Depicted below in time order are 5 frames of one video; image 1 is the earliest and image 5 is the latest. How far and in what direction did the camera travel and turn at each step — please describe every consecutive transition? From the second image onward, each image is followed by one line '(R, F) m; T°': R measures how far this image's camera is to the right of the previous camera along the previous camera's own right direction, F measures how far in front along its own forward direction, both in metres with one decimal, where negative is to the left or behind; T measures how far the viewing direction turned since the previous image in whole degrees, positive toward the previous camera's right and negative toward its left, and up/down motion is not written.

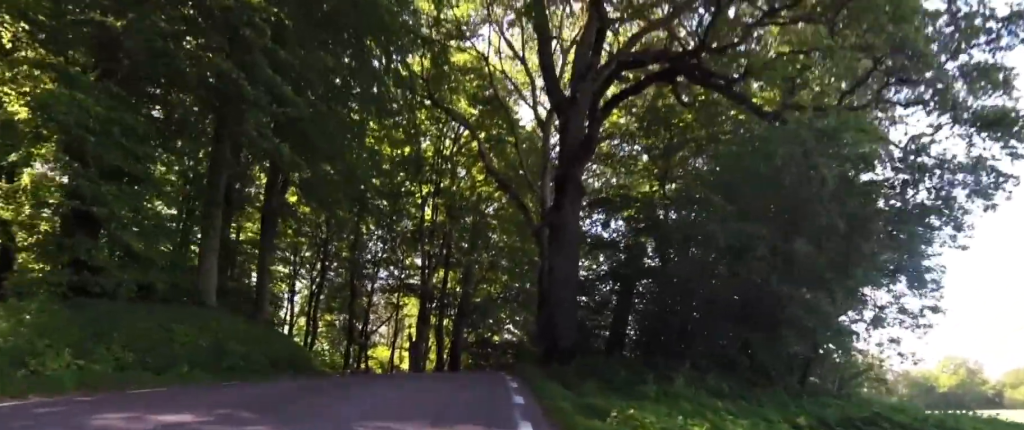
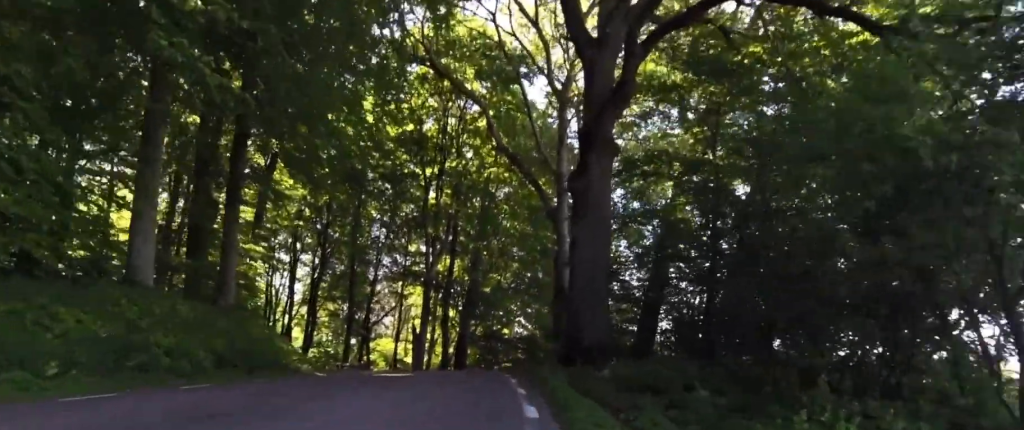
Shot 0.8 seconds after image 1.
(-1.1, +4.4) m; -13°
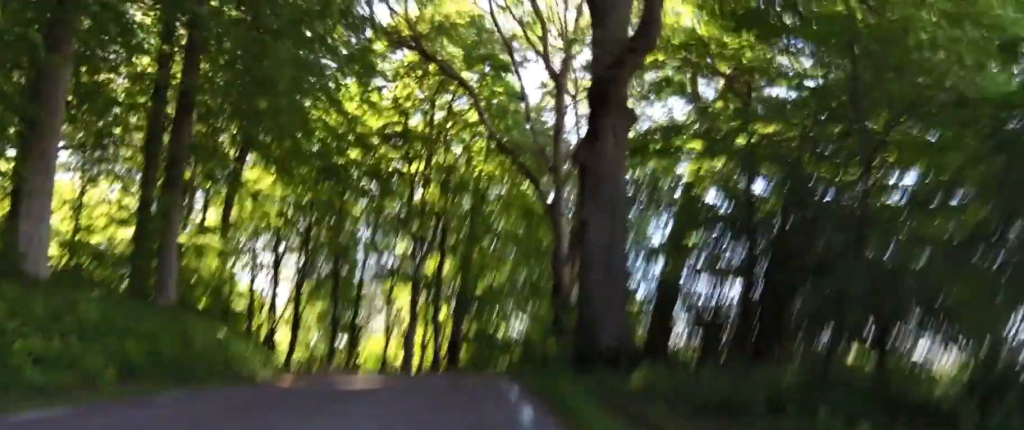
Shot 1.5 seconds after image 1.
(-0.1, +3.6) m; -2°
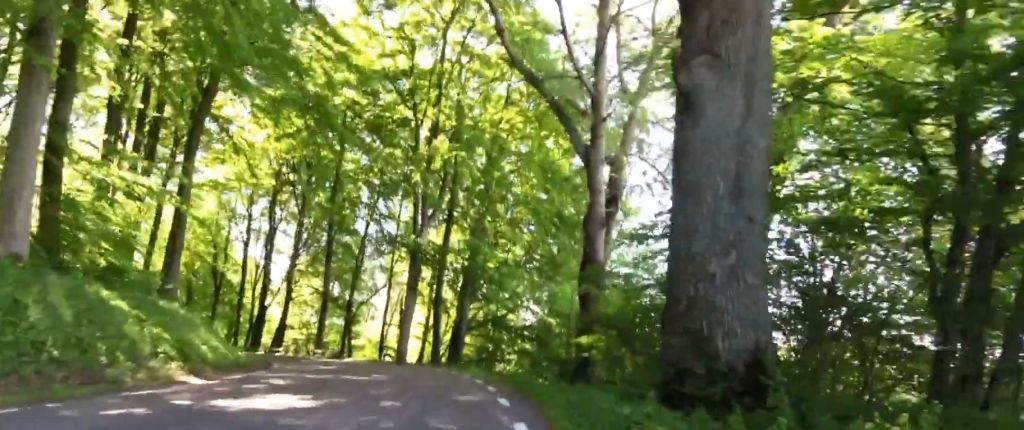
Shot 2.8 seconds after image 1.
(0.0, +6.7) m; 0°
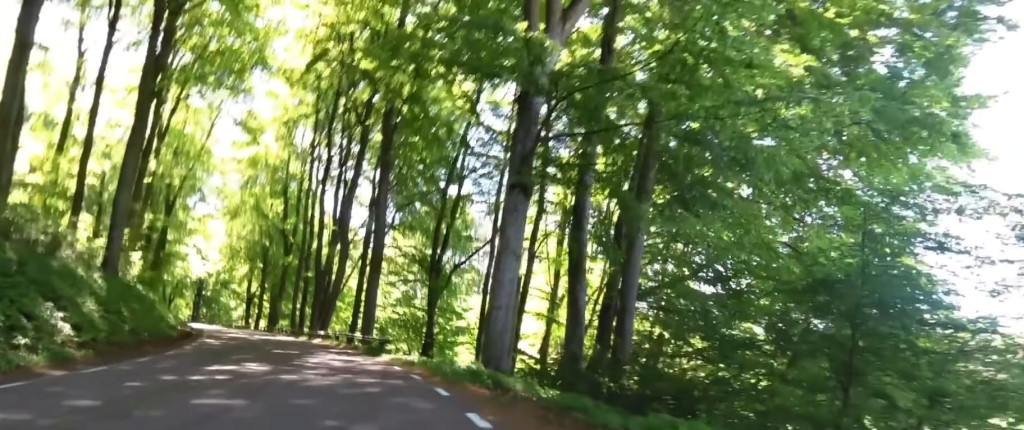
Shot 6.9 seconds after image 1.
(-0.2, +21.9) m; -16°
